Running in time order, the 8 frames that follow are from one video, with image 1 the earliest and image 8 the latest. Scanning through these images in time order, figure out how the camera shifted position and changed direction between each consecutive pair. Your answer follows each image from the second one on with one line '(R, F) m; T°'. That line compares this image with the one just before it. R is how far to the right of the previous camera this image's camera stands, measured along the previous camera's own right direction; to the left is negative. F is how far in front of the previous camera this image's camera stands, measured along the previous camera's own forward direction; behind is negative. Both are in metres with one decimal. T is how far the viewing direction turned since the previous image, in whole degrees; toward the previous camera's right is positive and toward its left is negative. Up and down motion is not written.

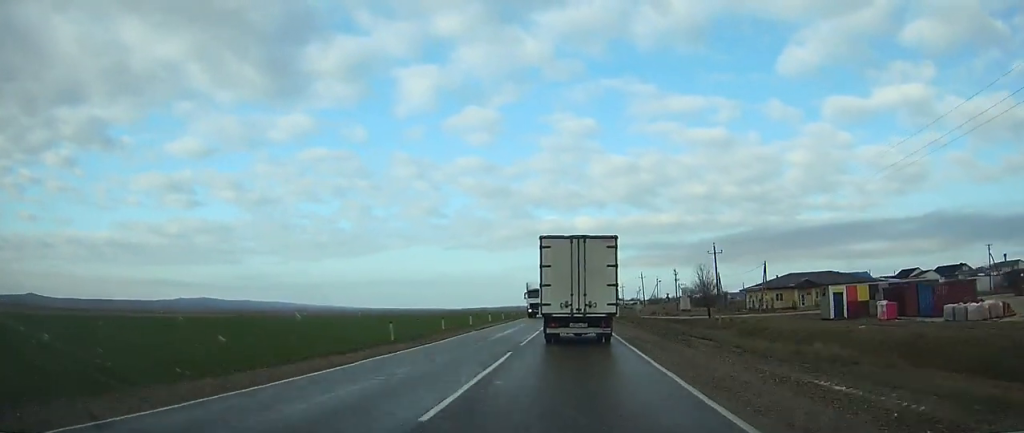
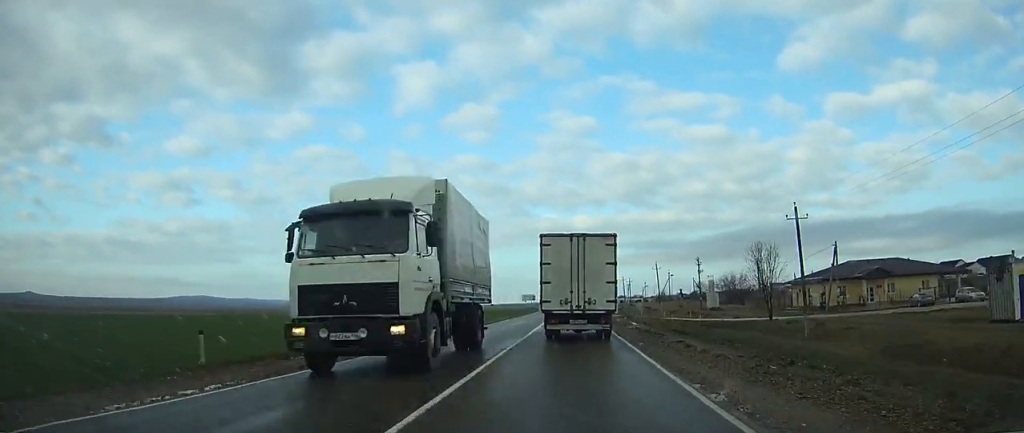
(0.0, +24.0) m; 0°
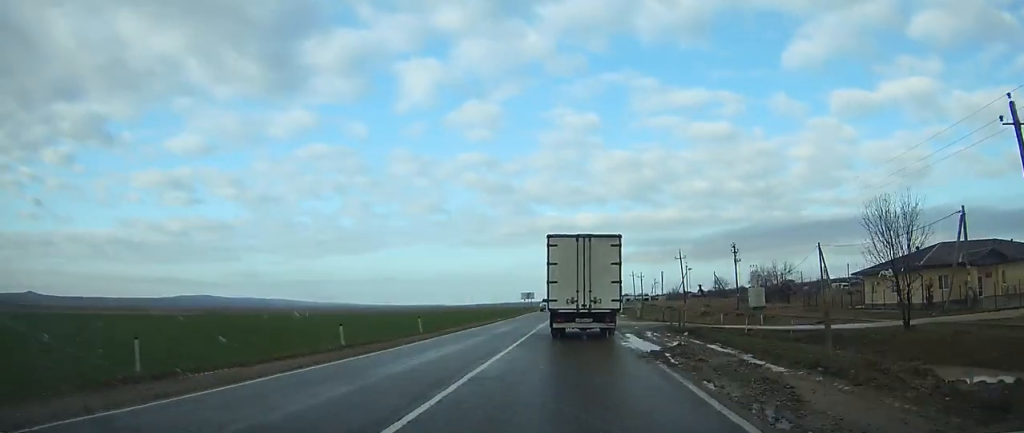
(-0.1, +22.0) m; 0°
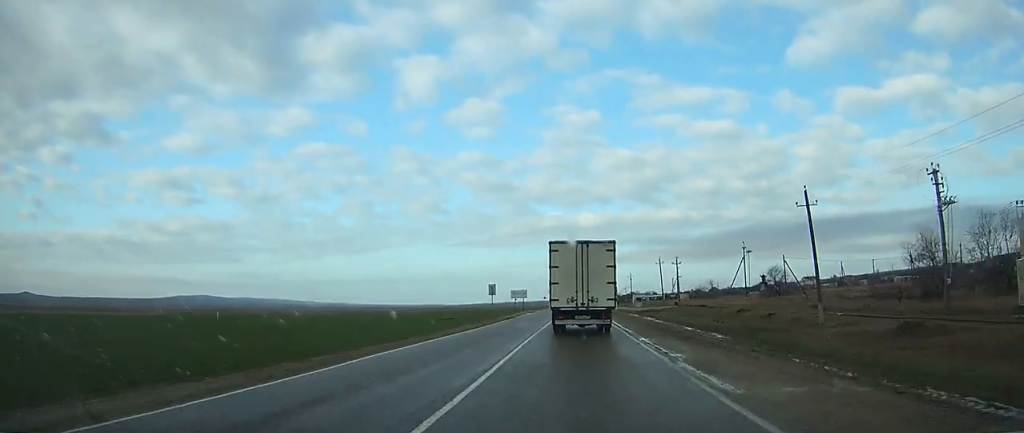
(0.0, +48.0) m; 0°
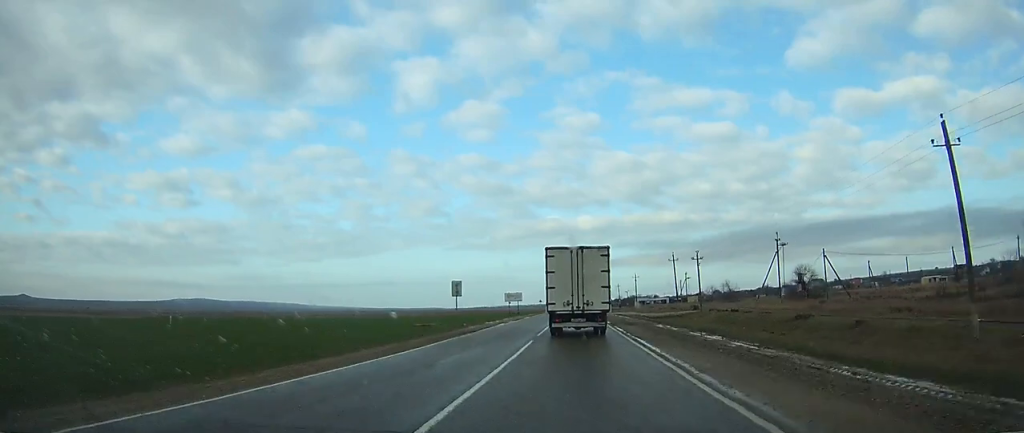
(0.0, +16.8) m; 0°
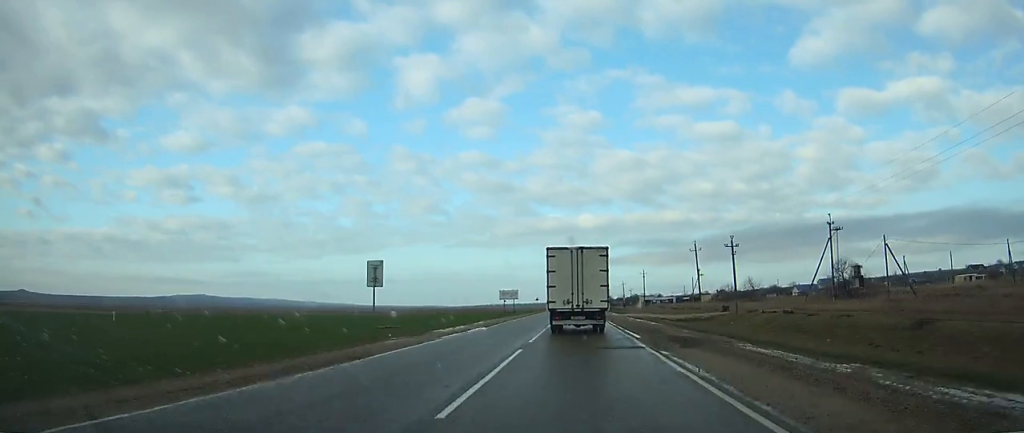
(0.0, +16.9) m; 0°
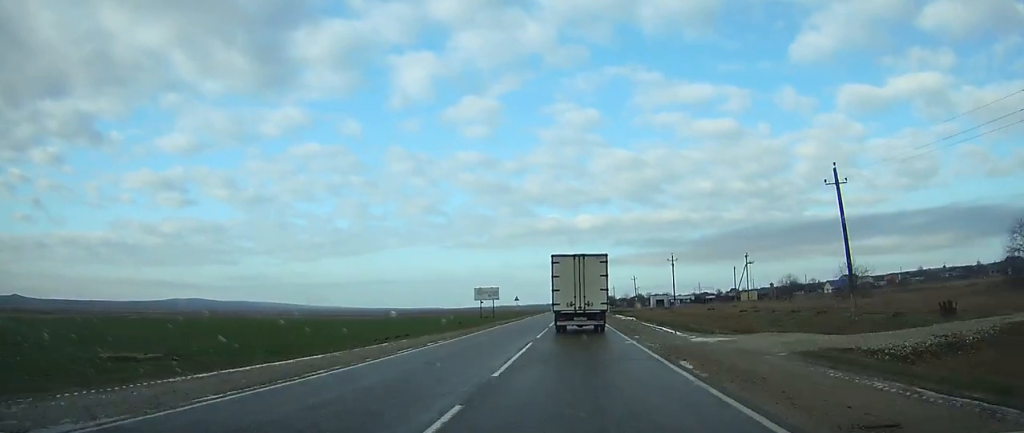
(+0.1, +44.6) m; 0°
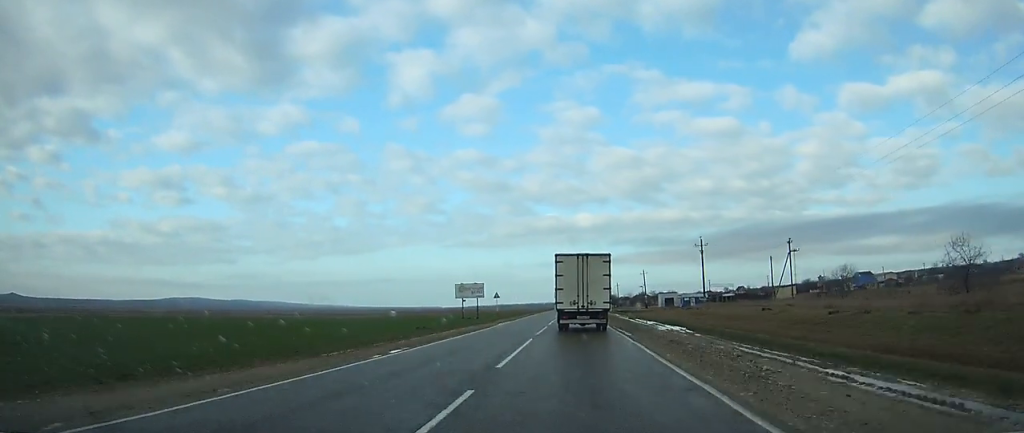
(0.0, +23.1) m; 0°
